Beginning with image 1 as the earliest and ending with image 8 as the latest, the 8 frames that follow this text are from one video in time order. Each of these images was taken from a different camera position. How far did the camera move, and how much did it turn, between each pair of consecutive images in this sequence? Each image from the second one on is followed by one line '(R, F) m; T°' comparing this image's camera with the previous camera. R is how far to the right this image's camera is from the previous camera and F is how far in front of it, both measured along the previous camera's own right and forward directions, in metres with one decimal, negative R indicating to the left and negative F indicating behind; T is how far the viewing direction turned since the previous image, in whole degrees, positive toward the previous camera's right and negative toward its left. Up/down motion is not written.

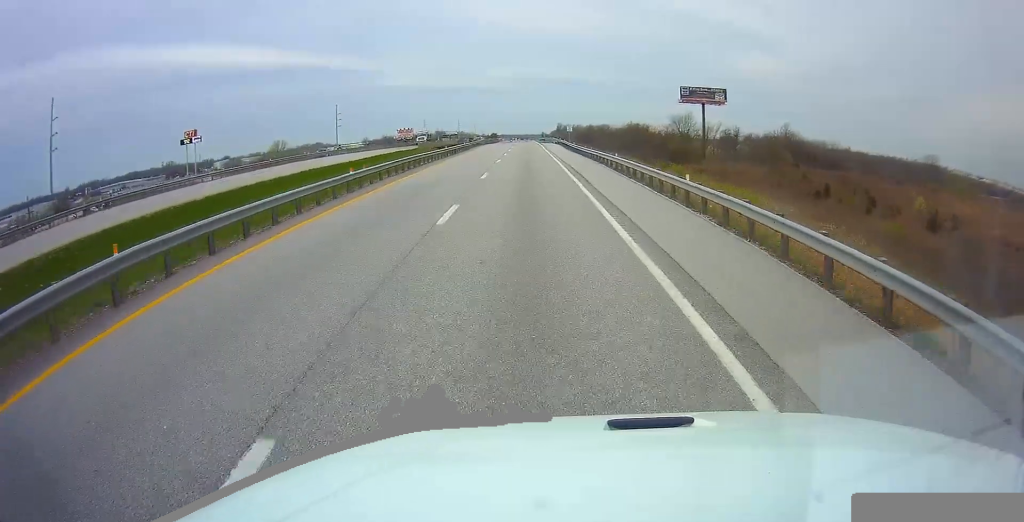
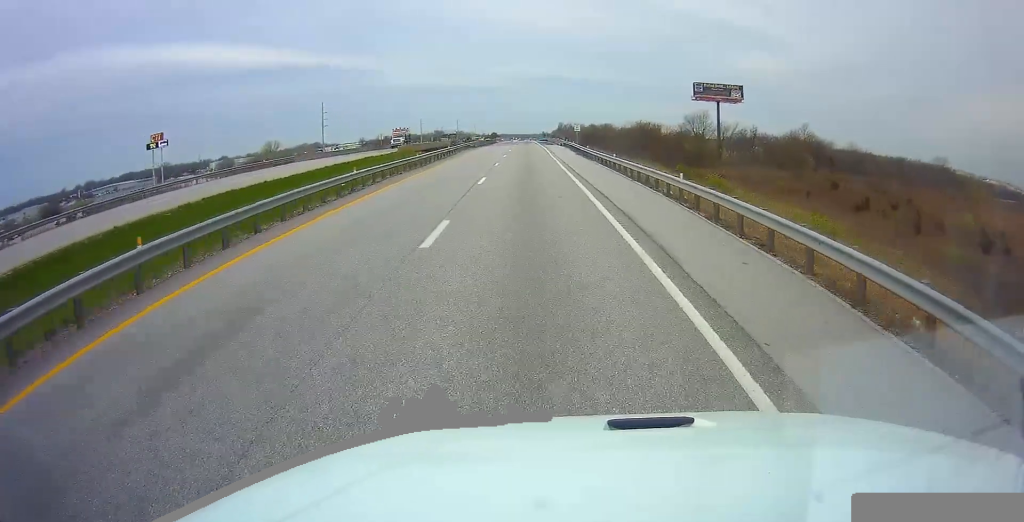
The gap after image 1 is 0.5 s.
(0.0, +14.4) m; 0°
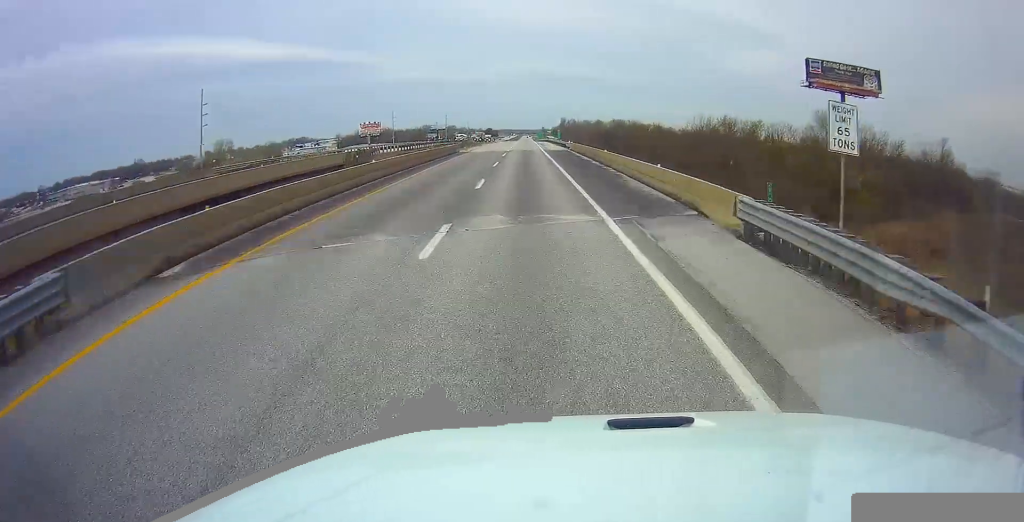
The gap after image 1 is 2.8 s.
(+0.7, +73.7) m; +1°
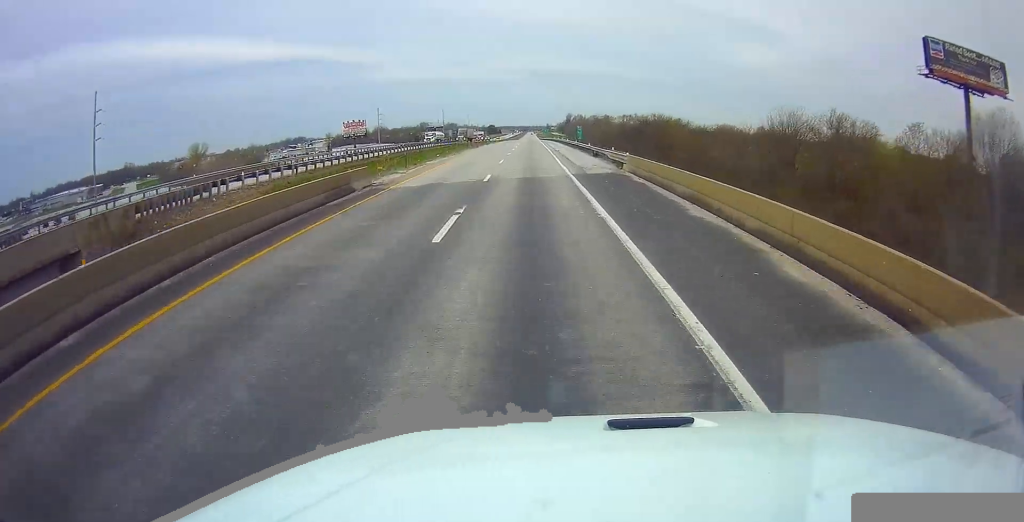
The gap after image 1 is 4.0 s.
(-0.4, +35.4) m; -1°
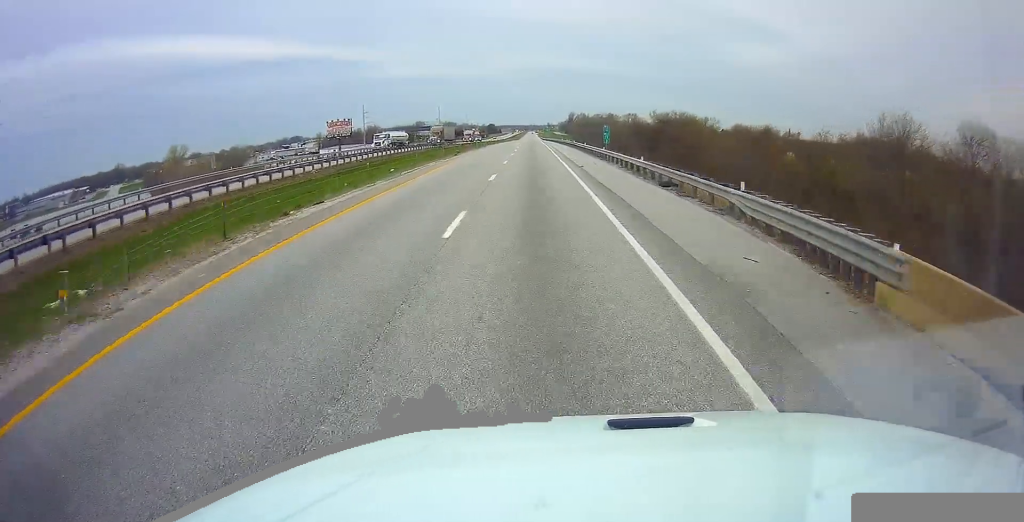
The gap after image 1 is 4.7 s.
(0.0, +24.0) m; +1°
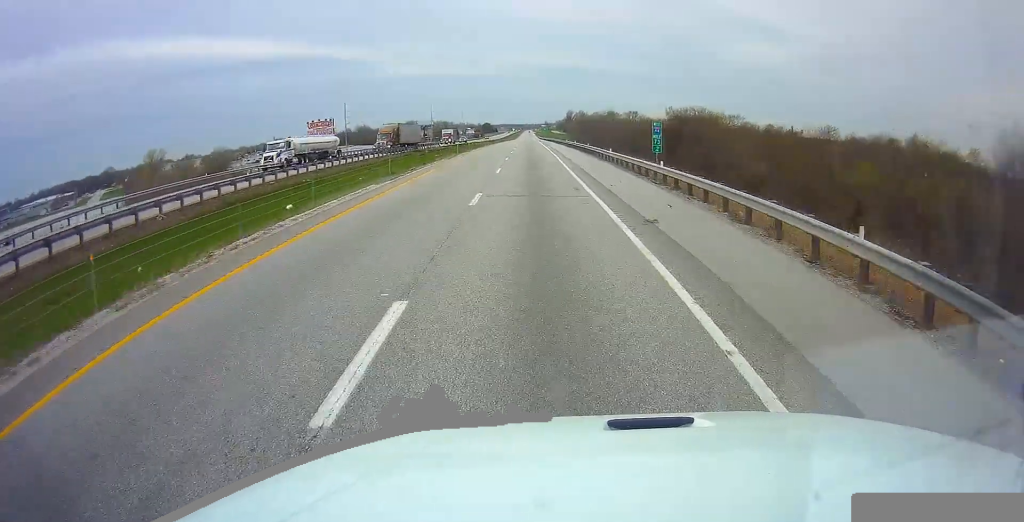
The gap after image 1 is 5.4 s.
(+0.1, +19.9) m; 0°
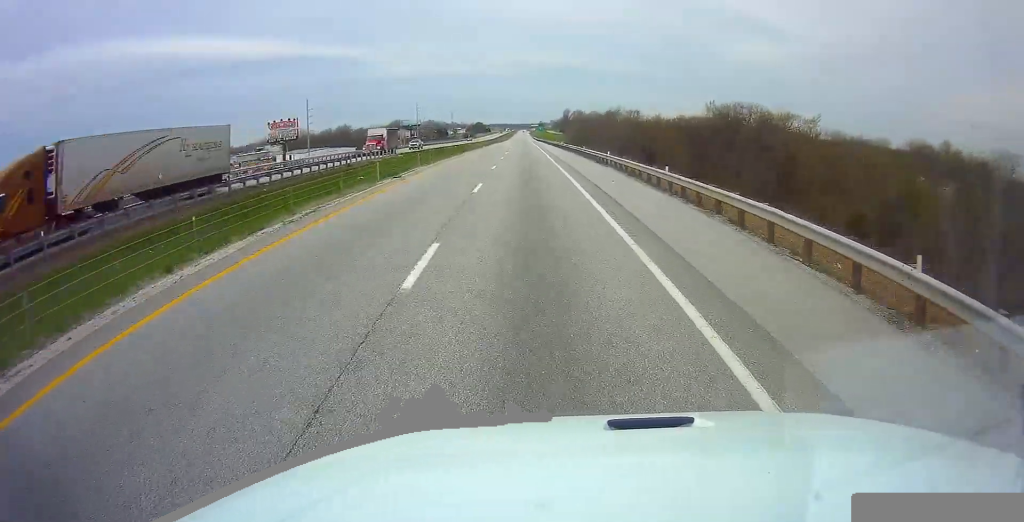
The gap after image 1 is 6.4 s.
(+0.2, +32.5) m; 0°
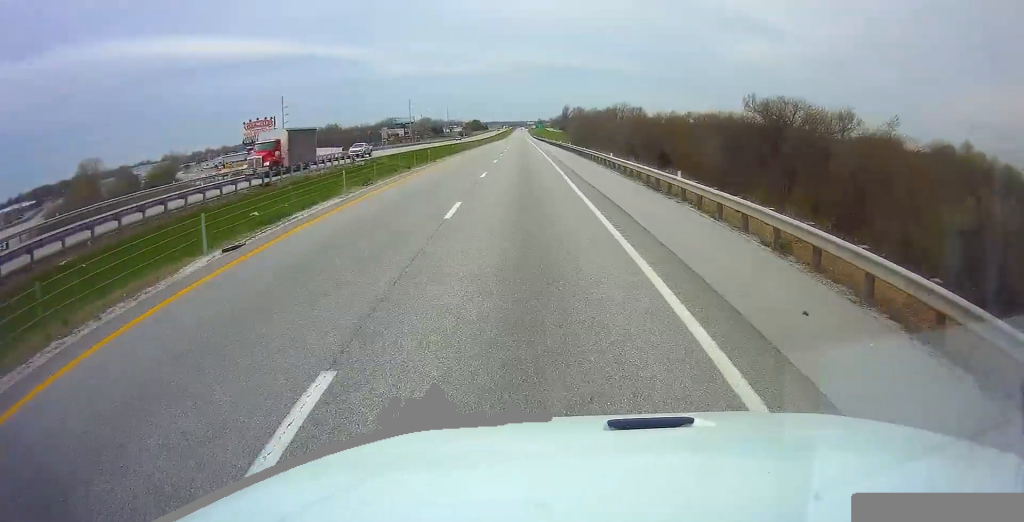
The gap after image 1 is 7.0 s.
(-0.3, +17.8) m; 0°
